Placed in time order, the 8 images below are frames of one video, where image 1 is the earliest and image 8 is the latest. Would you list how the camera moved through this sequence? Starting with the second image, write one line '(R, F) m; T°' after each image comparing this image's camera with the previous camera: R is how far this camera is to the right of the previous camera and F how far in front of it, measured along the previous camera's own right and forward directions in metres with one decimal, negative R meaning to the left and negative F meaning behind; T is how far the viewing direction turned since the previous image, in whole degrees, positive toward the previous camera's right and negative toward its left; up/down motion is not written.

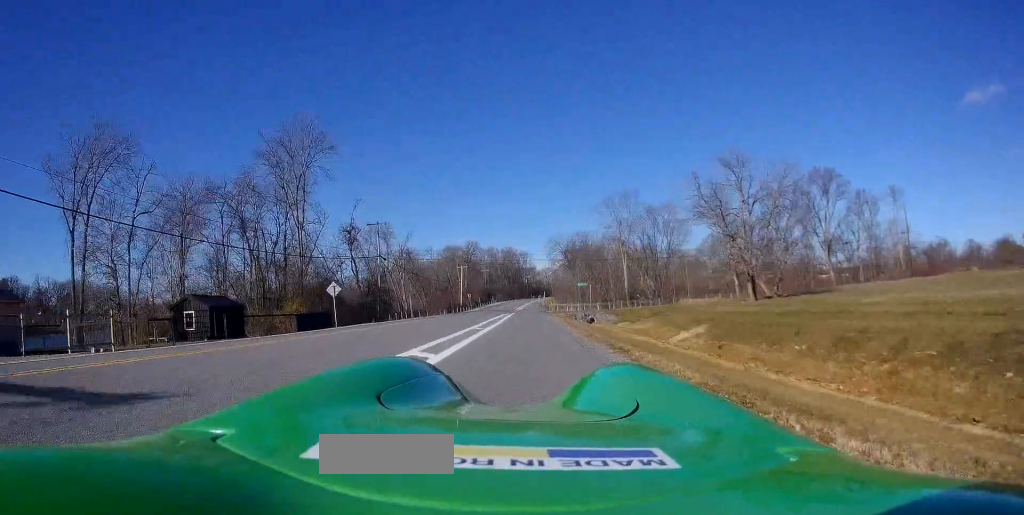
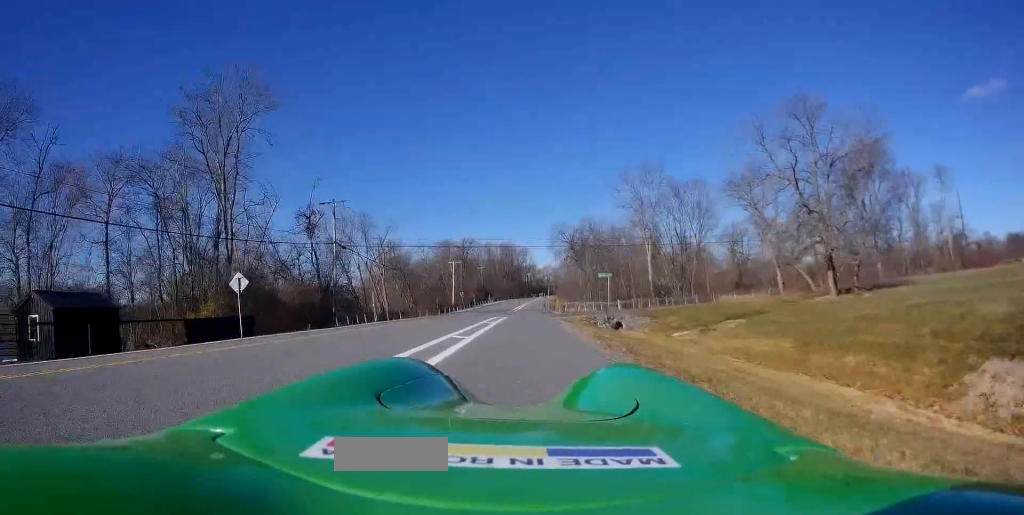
(-0.6, +14.2) m; -1°
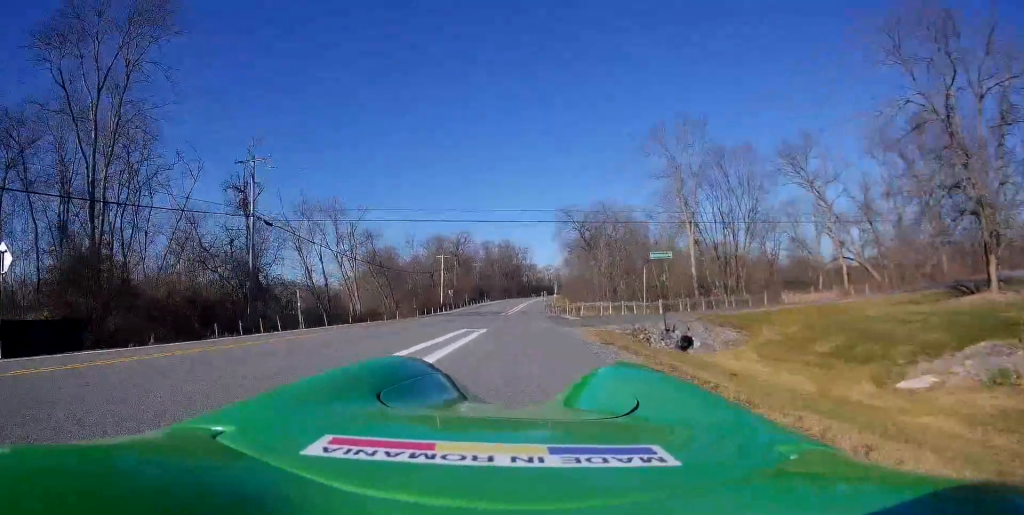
(+0.3, +14.7) m; +1°
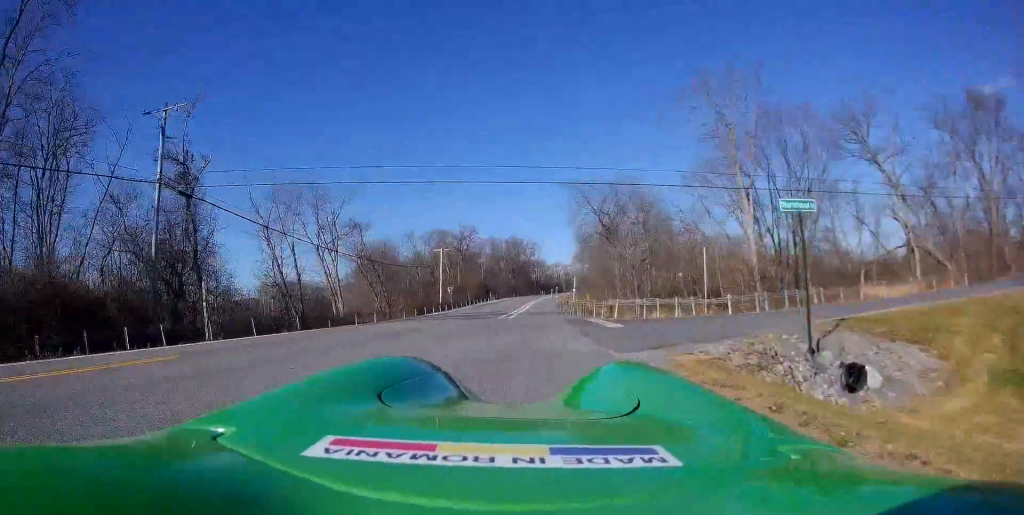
(0.0, +10.1) m; -1°
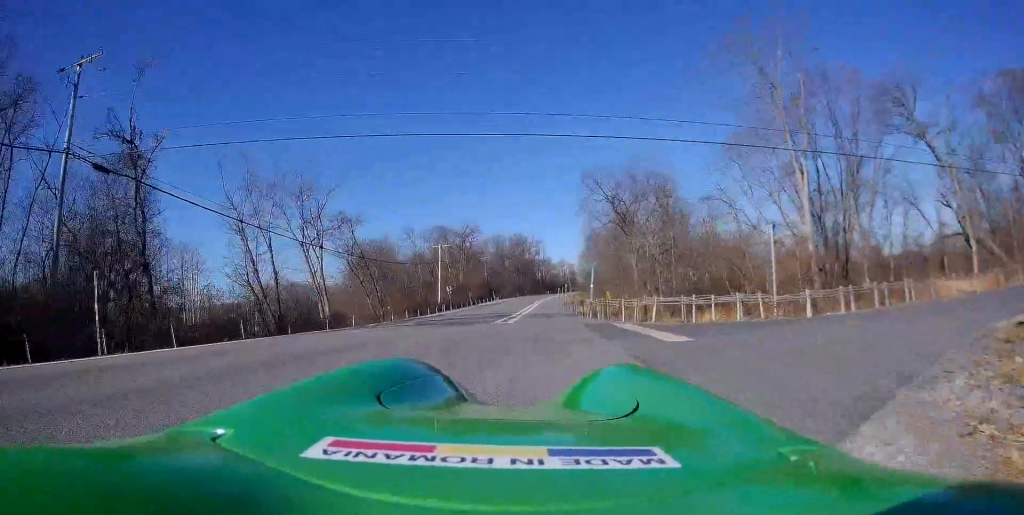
(-0.1, +6.4) m; -1°
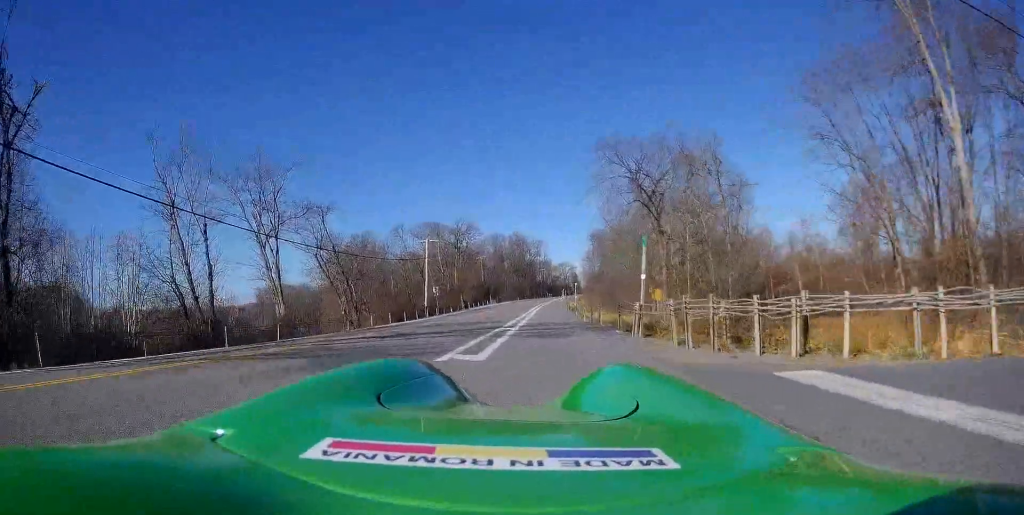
(-0.2, +11.2) m; 0°
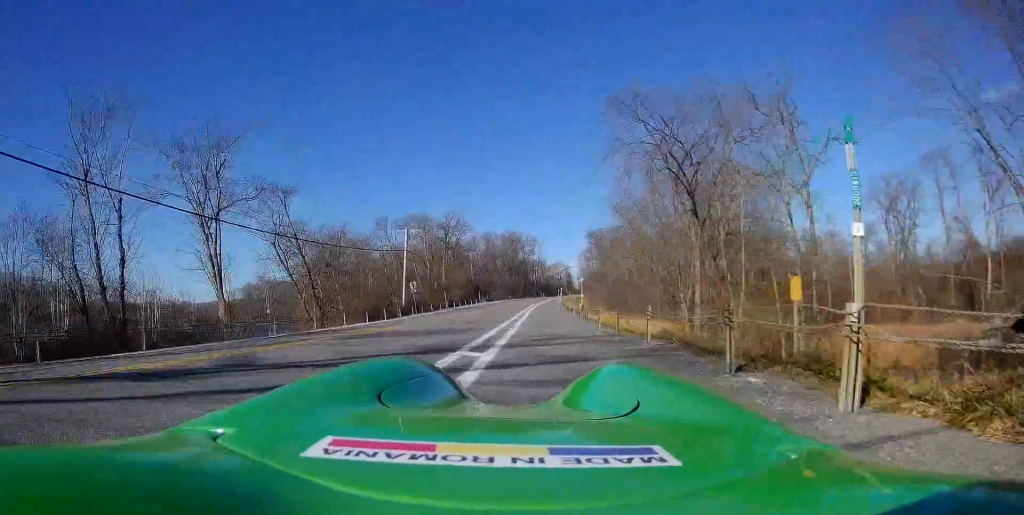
(-0.1, +9.1) m; +1°
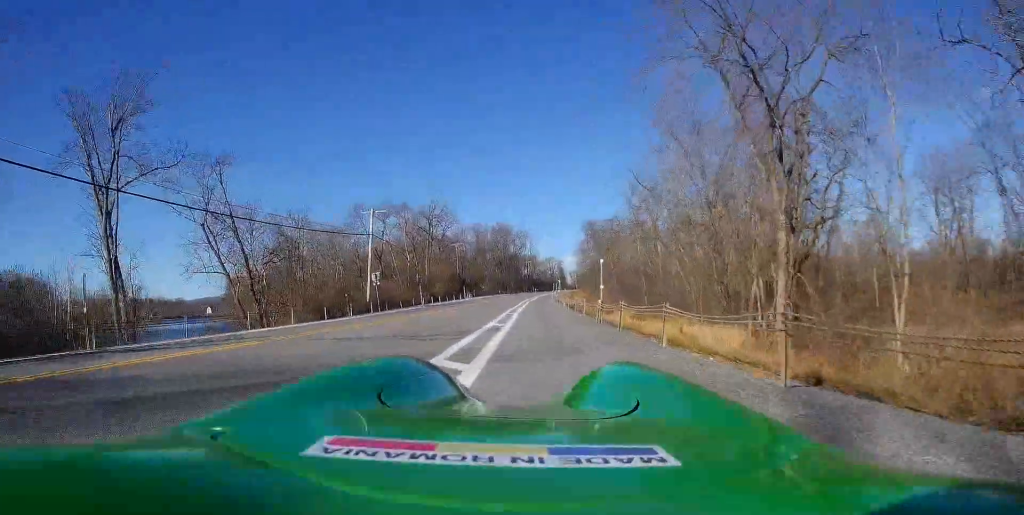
(+0.4, +11.6) m; +2°
